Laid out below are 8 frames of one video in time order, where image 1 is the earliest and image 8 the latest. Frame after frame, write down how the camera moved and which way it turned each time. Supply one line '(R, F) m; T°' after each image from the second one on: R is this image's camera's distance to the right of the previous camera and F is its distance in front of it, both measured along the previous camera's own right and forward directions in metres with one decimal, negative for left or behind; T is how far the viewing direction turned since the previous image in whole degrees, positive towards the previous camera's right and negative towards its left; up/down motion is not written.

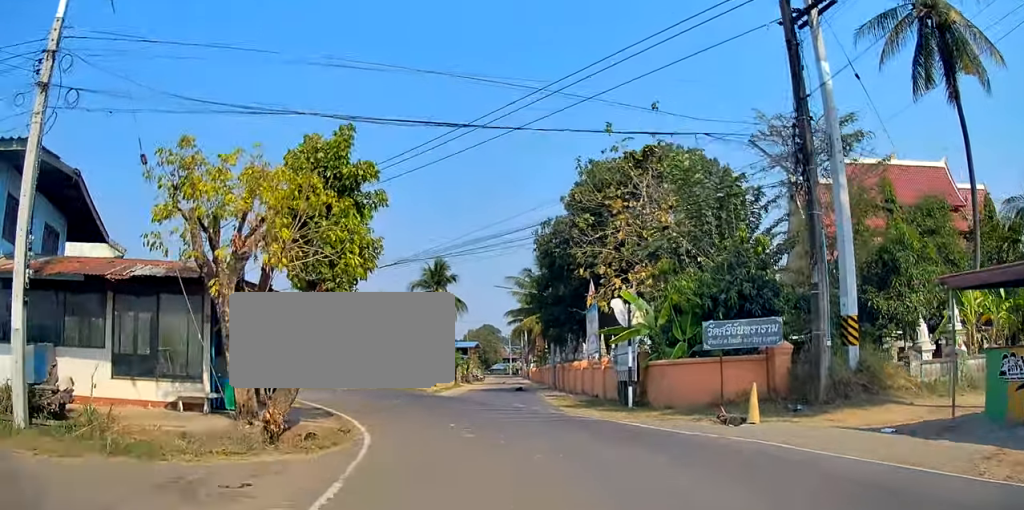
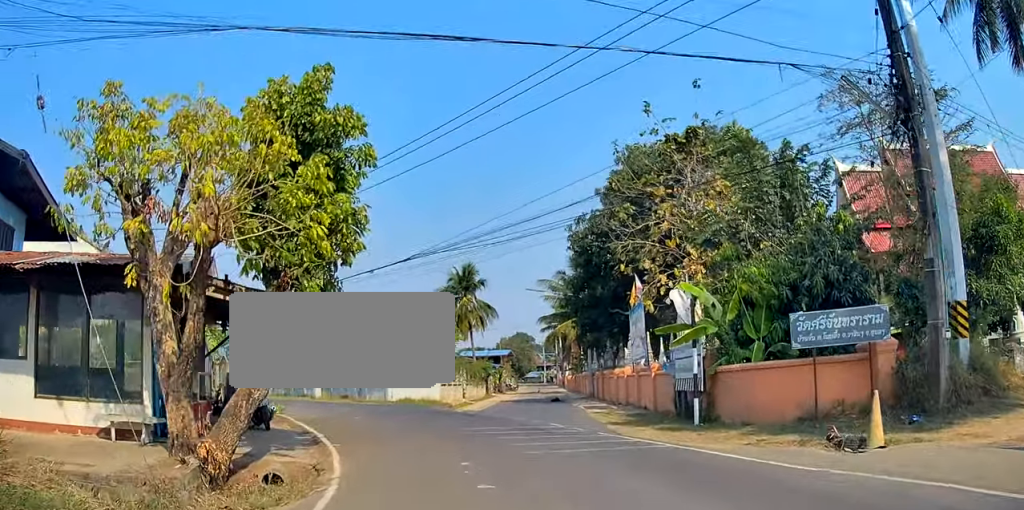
(+0.5, +3.1) m; 0°
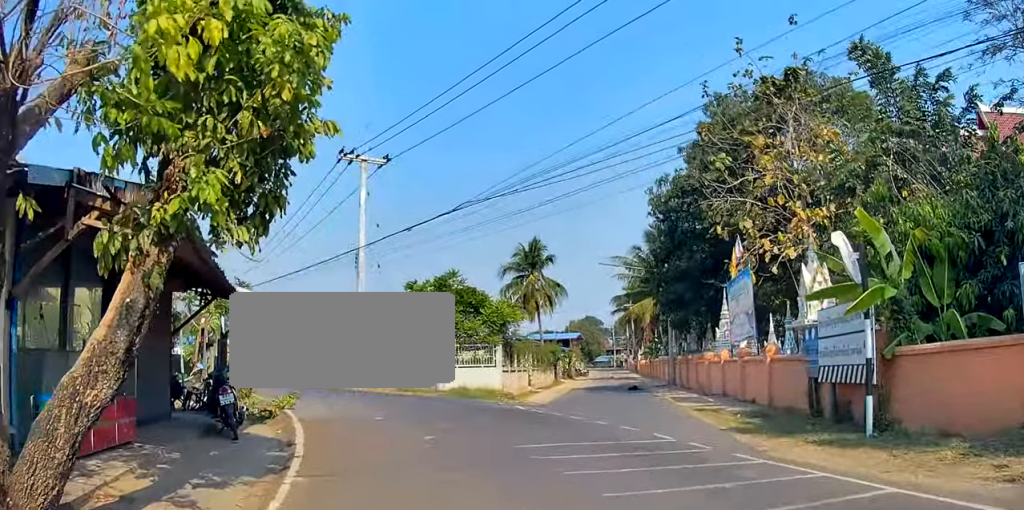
(-0.2, +4.4) m; -7°
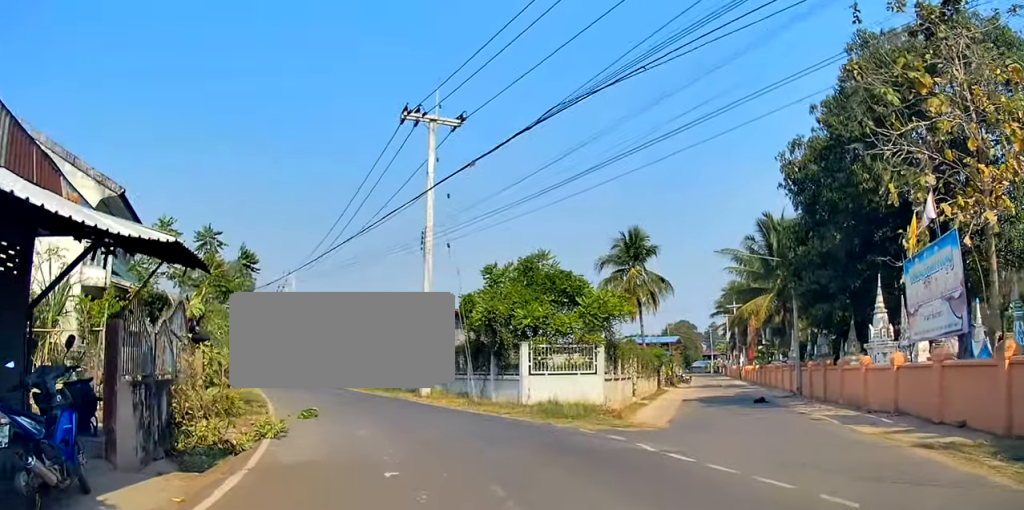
(-0.7, +6.1) m; -13°
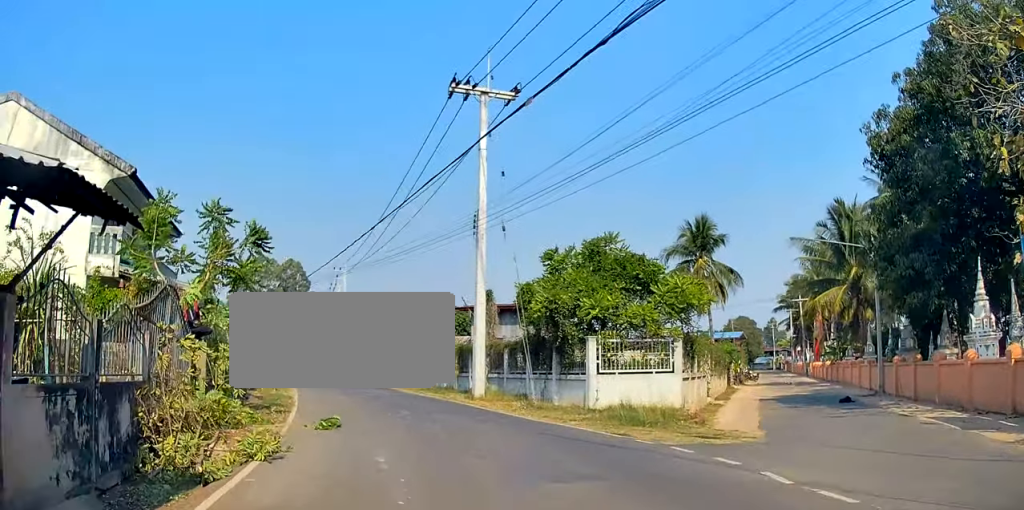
(-0.2, +2.8) m; -2°
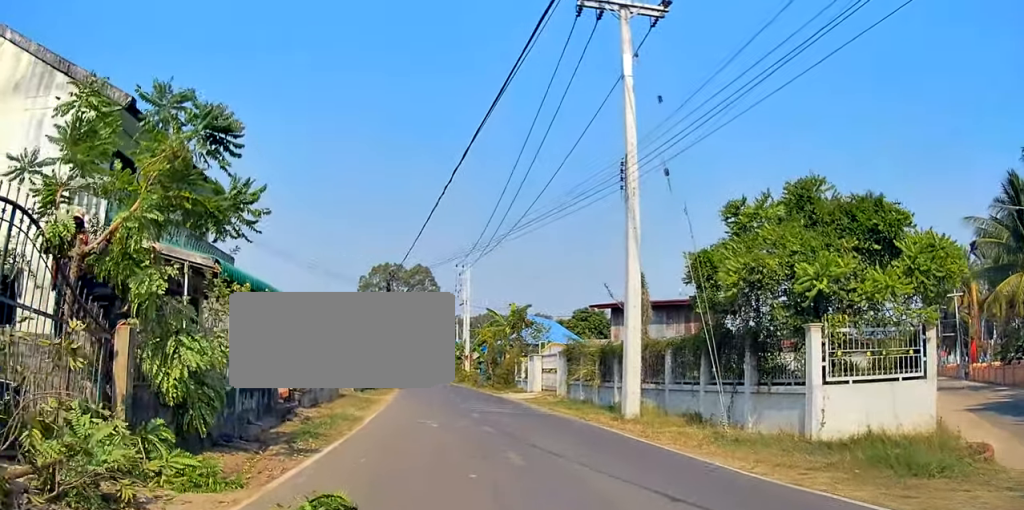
(0.0, +5.9) m; -2°
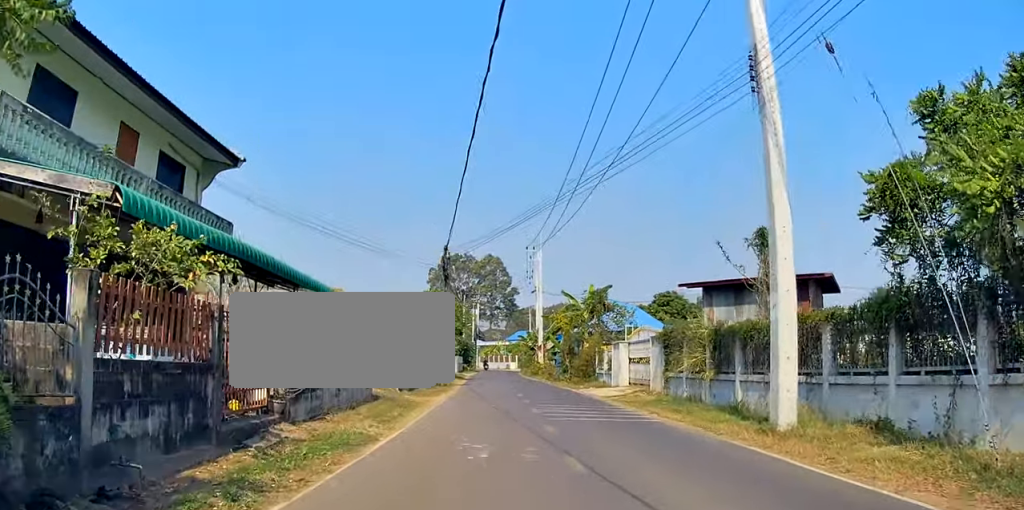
(-0.3, +4.6) m; -9°
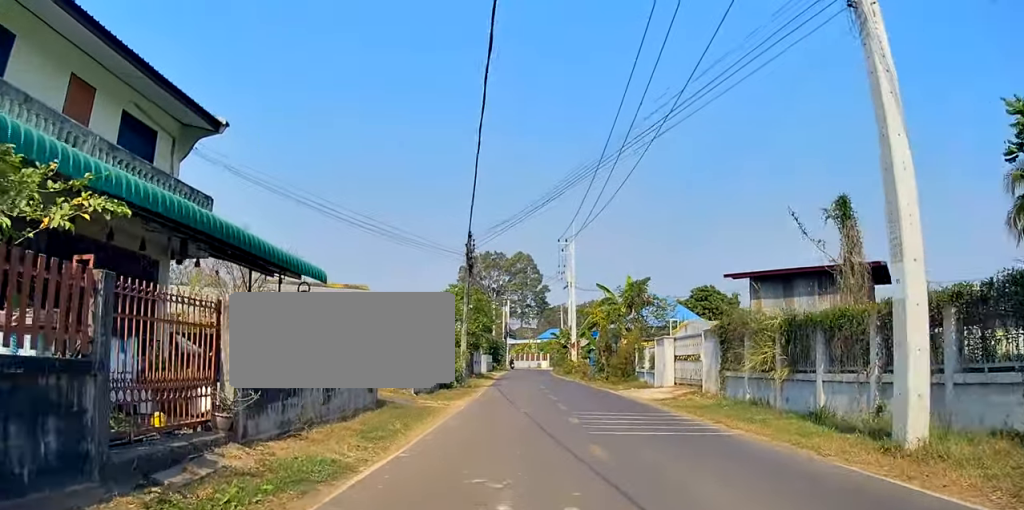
(-0.2, +2.7) m; -6°
